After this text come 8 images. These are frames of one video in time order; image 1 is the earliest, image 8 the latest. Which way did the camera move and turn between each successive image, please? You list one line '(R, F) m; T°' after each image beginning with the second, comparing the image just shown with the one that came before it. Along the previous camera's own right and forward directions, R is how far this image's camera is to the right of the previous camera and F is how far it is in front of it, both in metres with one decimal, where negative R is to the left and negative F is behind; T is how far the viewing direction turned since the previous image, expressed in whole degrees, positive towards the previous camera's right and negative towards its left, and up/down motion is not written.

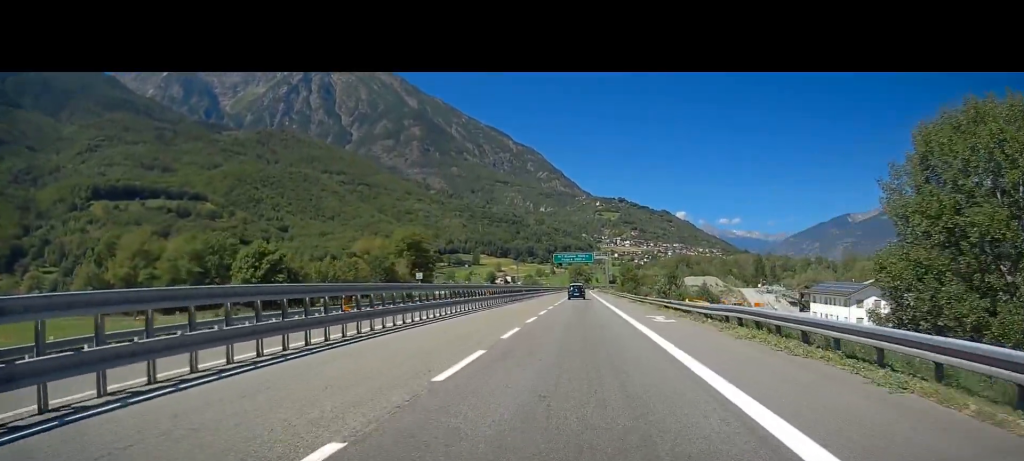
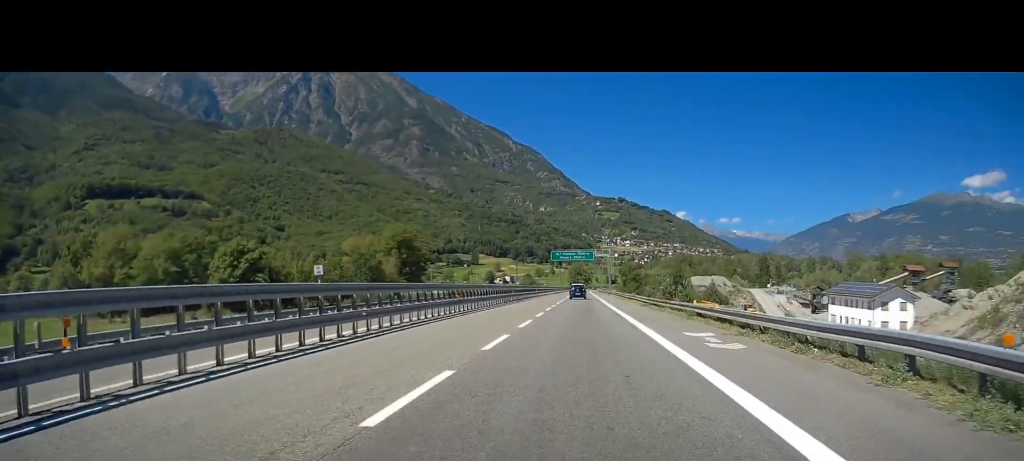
(0.0, +11.4) m; 0°
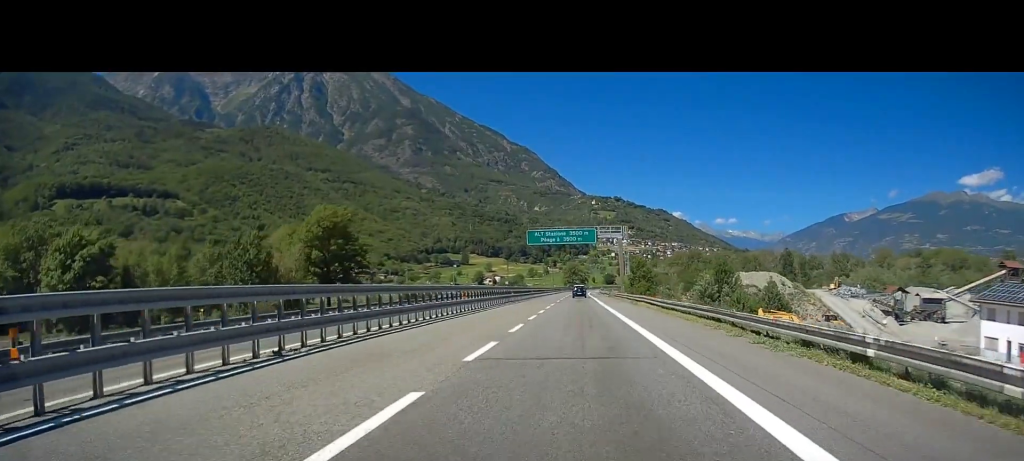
(-0.6, +62.5) m; 0°
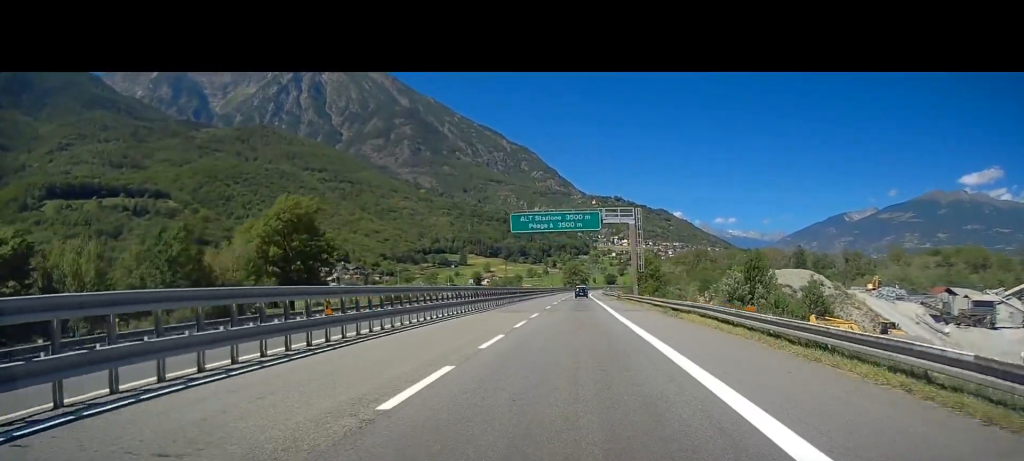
(+0.2, +19.6) m; +1°
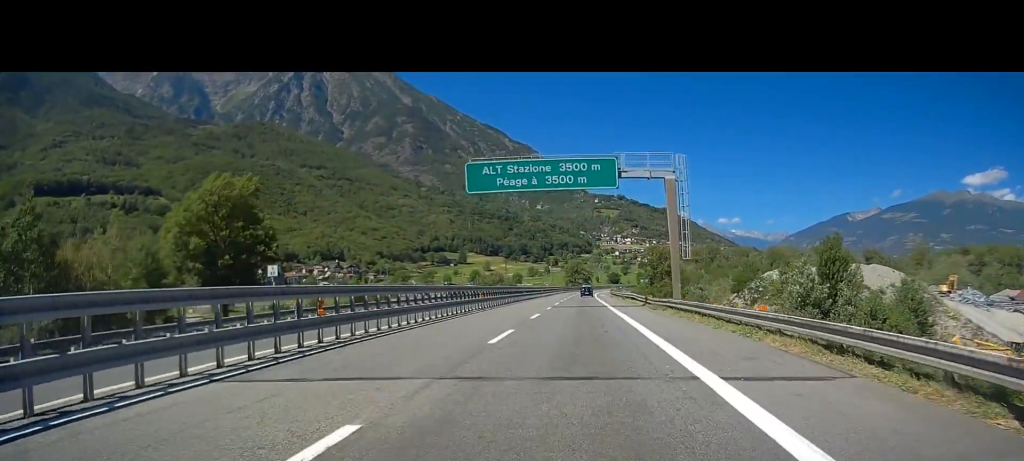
(+0.1, +25.0) m; 0°
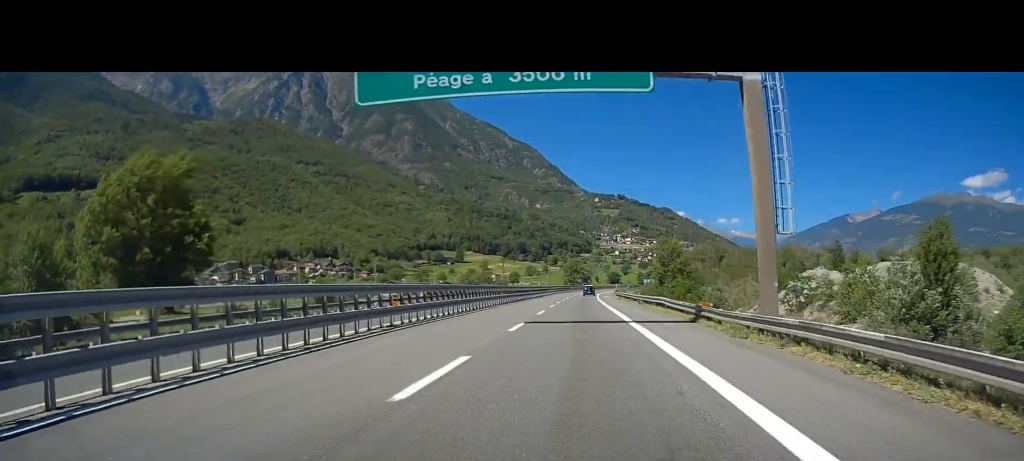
(0.0, +16.2) m; 0°
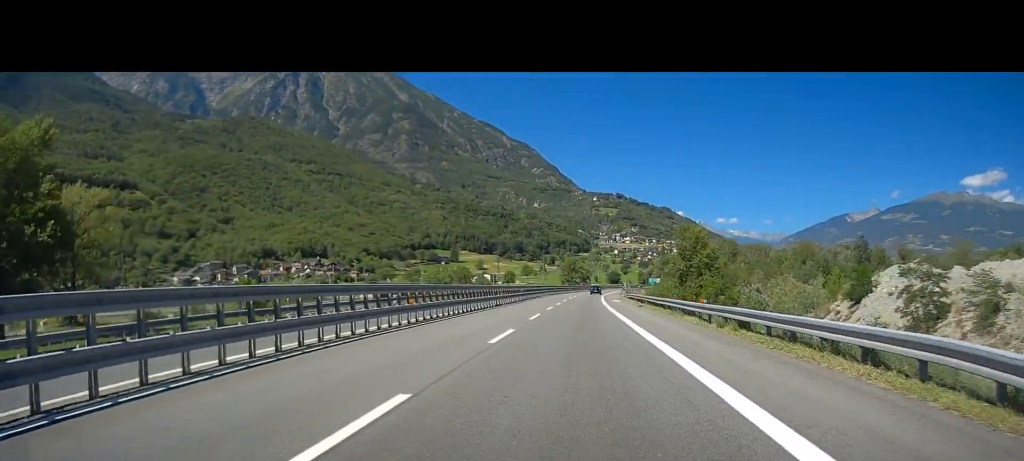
(0.0, +23.3) m; 0°
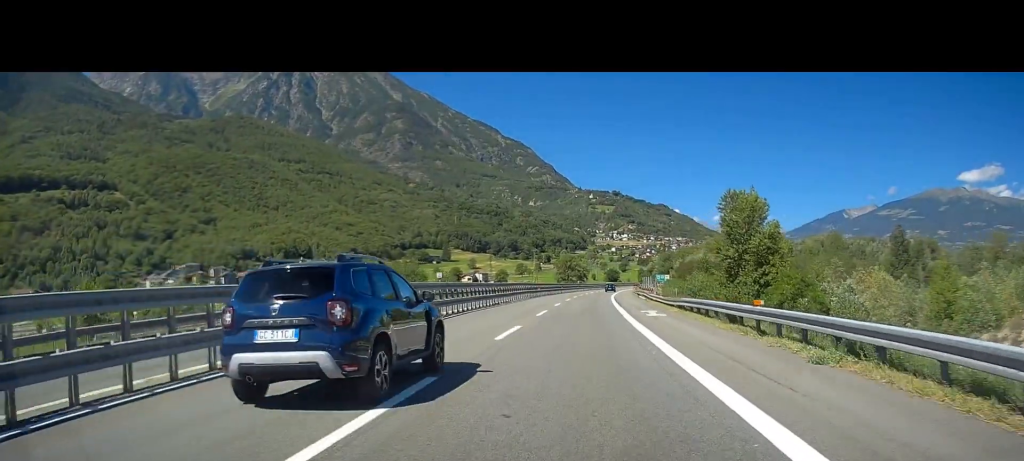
(+0.1, +34.1) m; 0°
